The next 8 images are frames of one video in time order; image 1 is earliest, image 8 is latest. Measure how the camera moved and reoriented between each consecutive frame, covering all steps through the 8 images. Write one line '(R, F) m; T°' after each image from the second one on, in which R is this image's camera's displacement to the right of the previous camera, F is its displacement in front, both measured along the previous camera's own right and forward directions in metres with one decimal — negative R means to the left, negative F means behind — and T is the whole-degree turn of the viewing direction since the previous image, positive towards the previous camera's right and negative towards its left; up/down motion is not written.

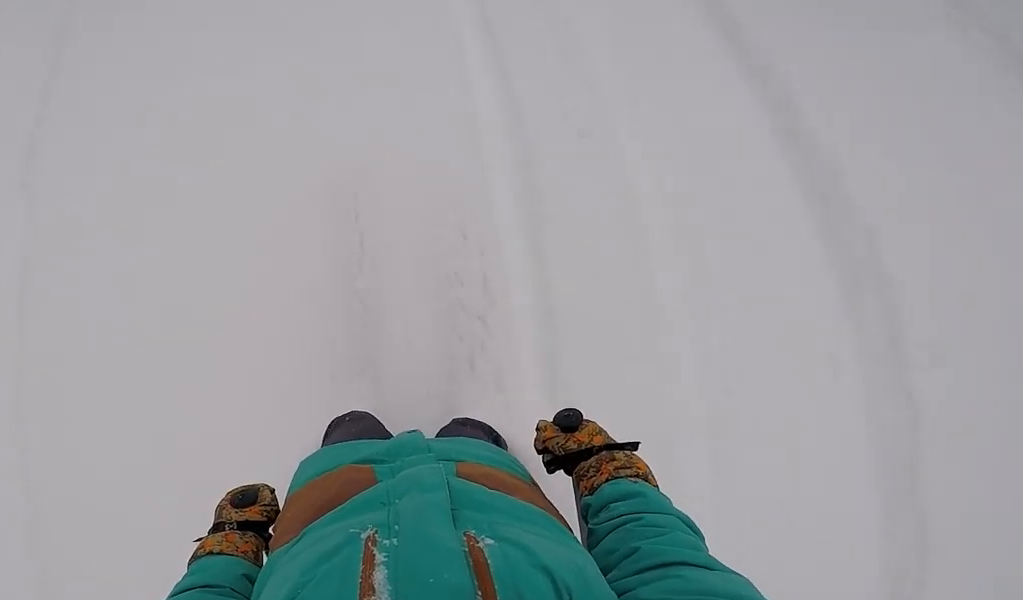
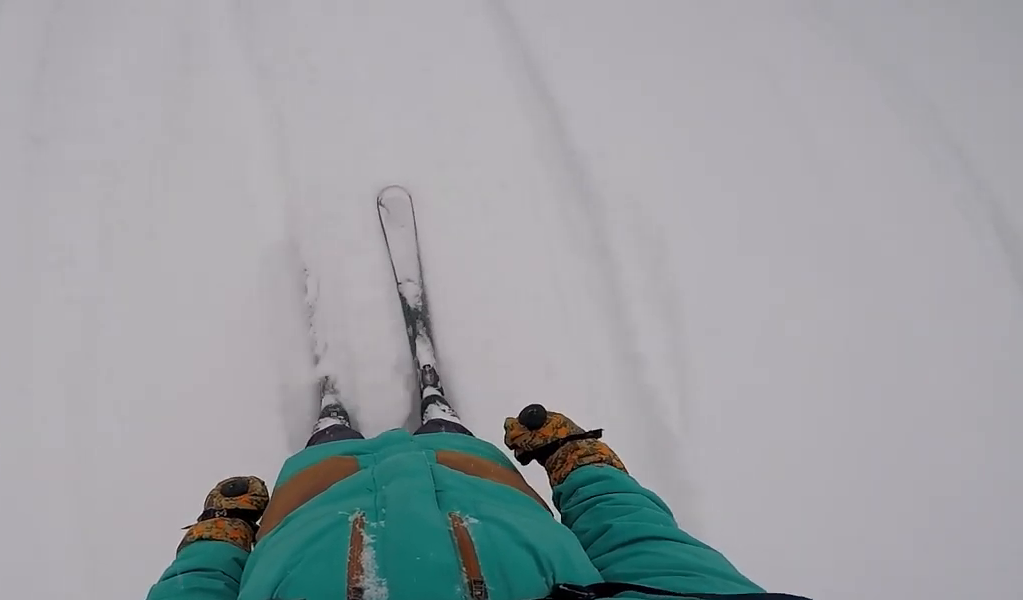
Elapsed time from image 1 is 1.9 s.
(+1.1, +8.4) m; -4°
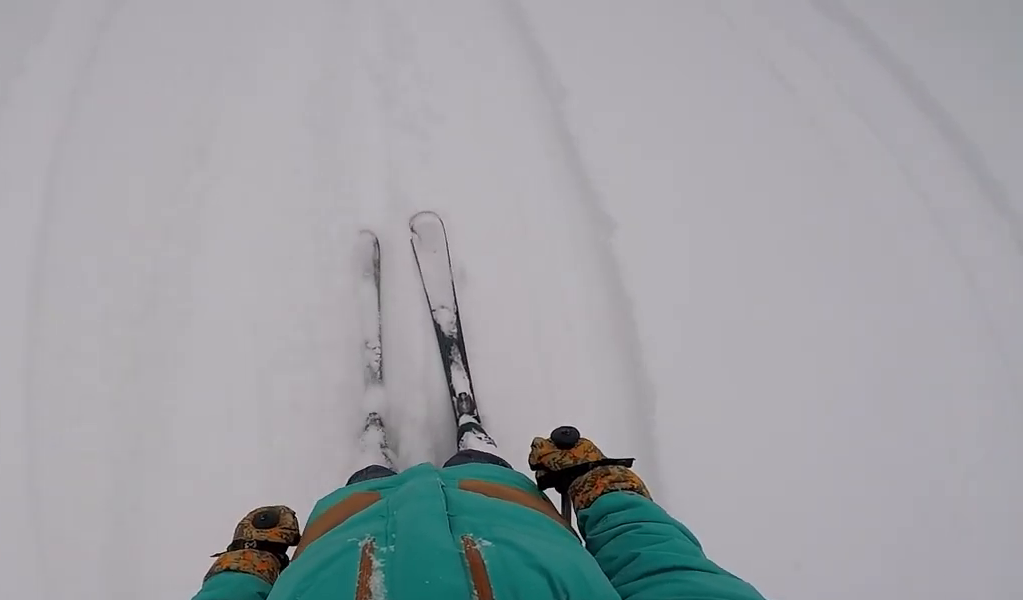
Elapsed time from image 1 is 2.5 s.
(-1.2, +2.7) m; 0°
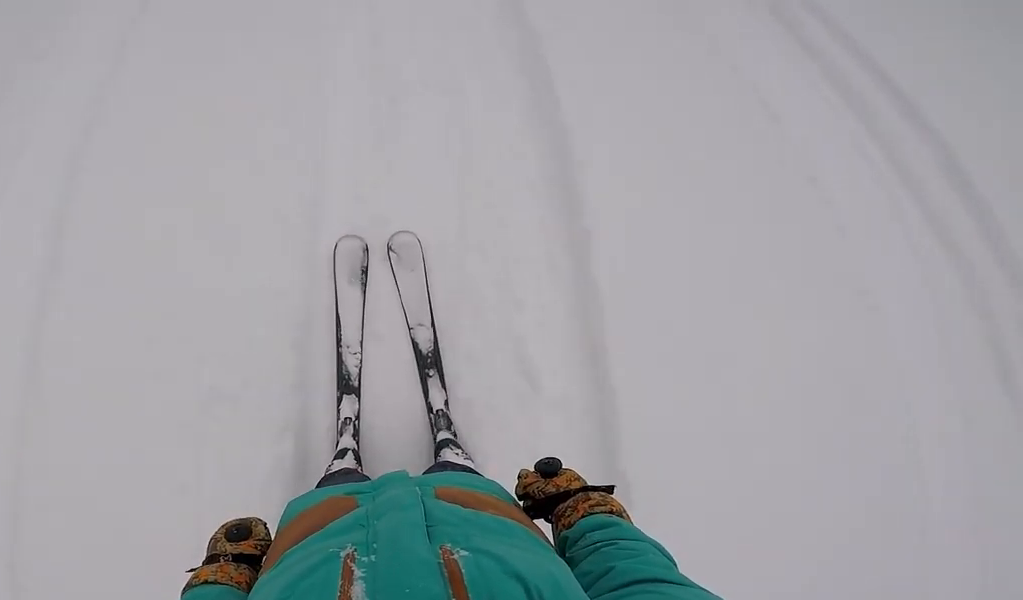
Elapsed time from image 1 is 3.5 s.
(+1.6, +3.6) m; +1°
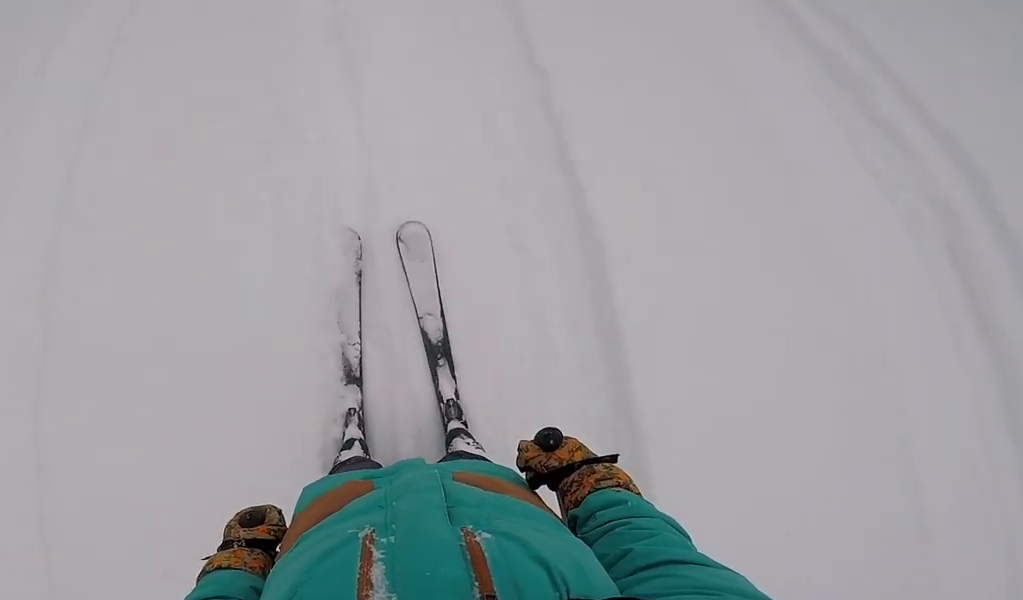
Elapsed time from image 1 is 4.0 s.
(-0.7, +1.9) m; -1°
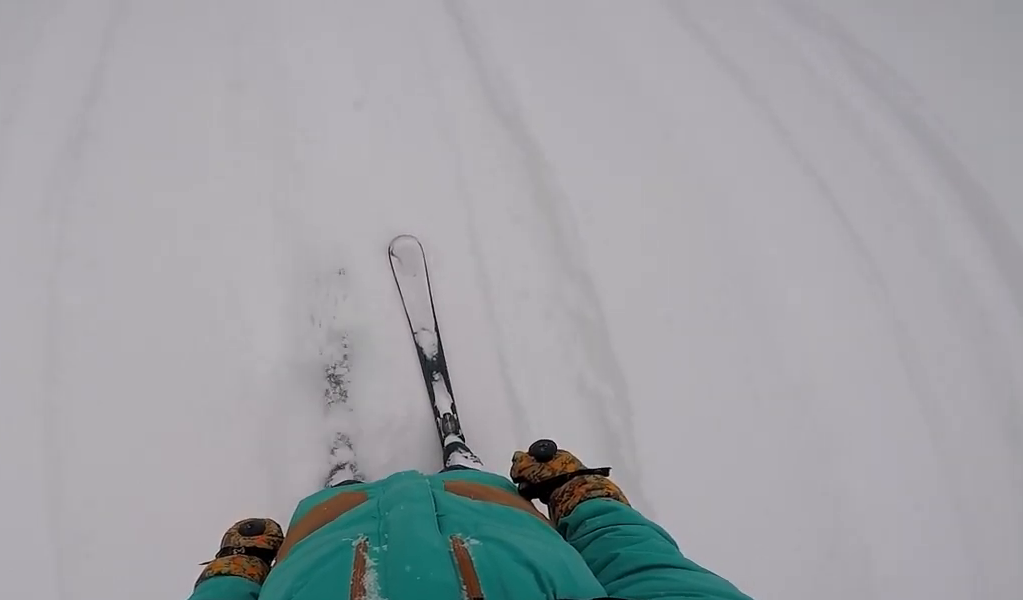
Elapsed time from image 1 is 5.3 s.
(+0.2, +4.8) m; +5°
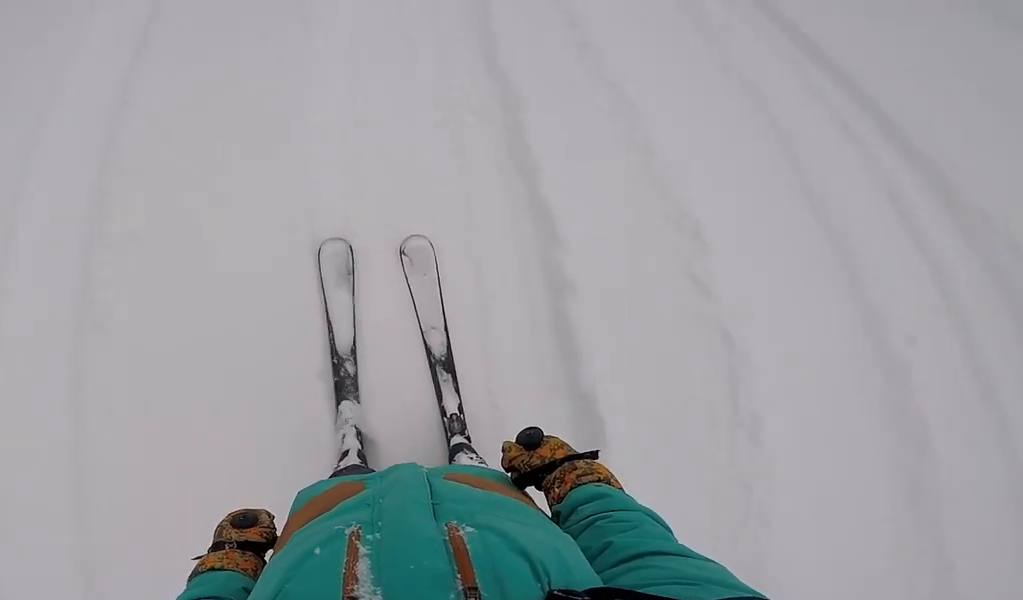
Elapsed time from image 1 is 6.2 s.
(-0.3, +3.2) m; -2°
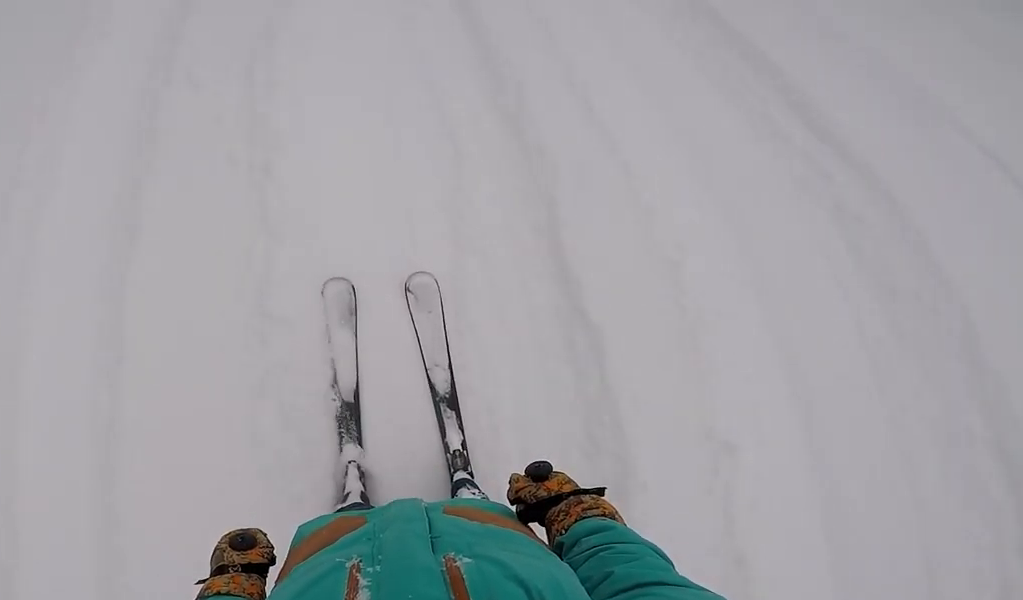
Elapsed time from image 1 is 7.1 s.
(0.0, +3.6) m; -3°
